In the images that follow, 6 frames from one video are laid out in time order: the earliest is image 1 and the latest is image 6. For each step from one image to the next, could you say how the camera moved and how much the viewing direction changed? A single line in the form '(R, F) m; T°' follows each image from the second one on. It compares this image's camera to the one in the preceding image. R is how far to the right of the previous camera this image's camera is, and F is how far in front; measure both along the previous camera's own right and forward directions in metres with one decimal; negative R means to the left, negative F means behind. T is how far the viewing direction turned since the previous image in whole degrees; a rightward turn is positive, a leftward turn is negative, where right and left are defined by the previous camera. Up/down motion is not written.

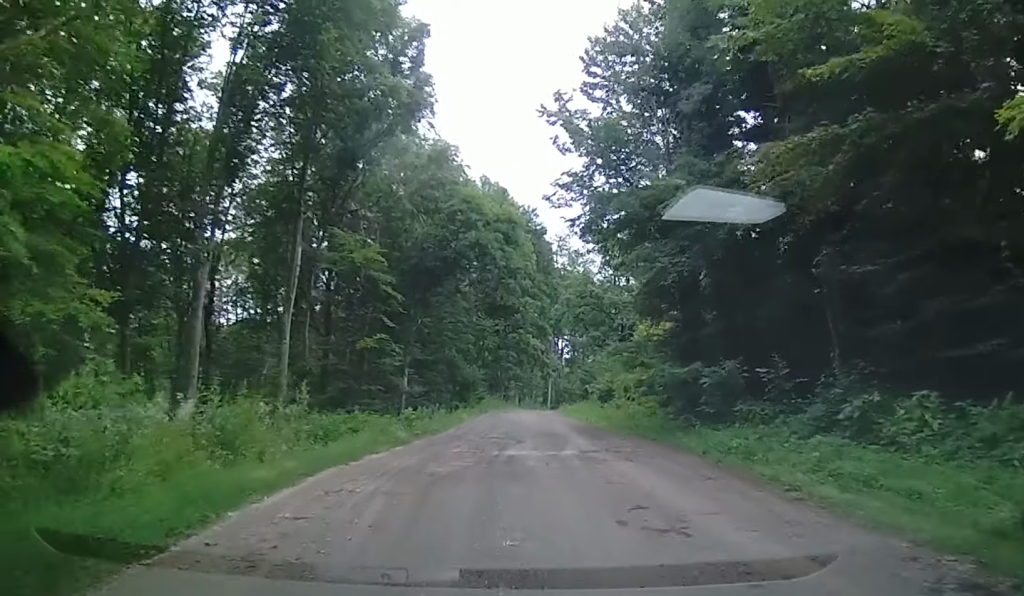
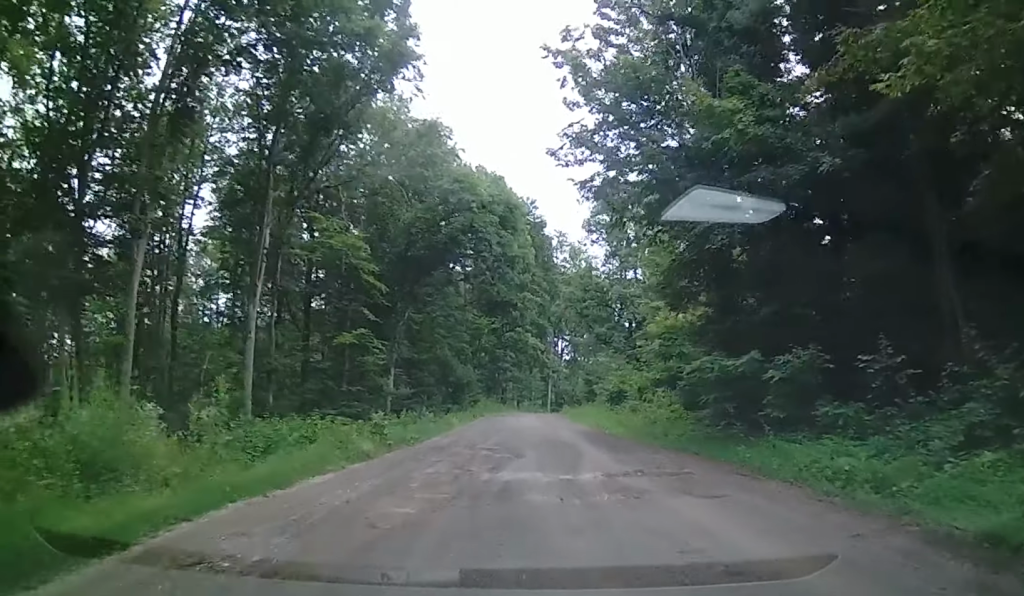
(+0.1, +4.1) m; +3°
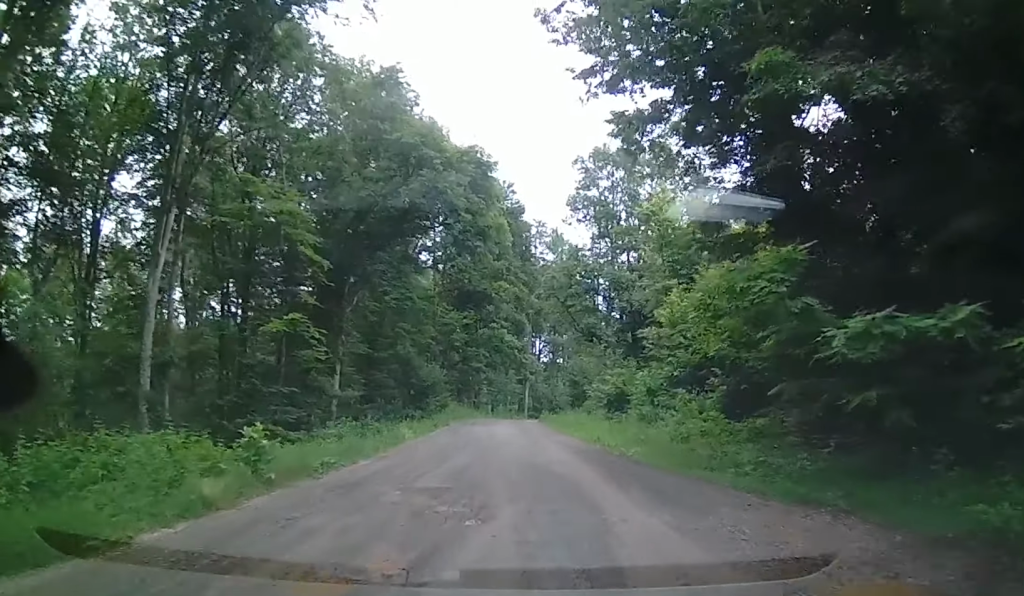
(+0.5, +6.5) m; +5°
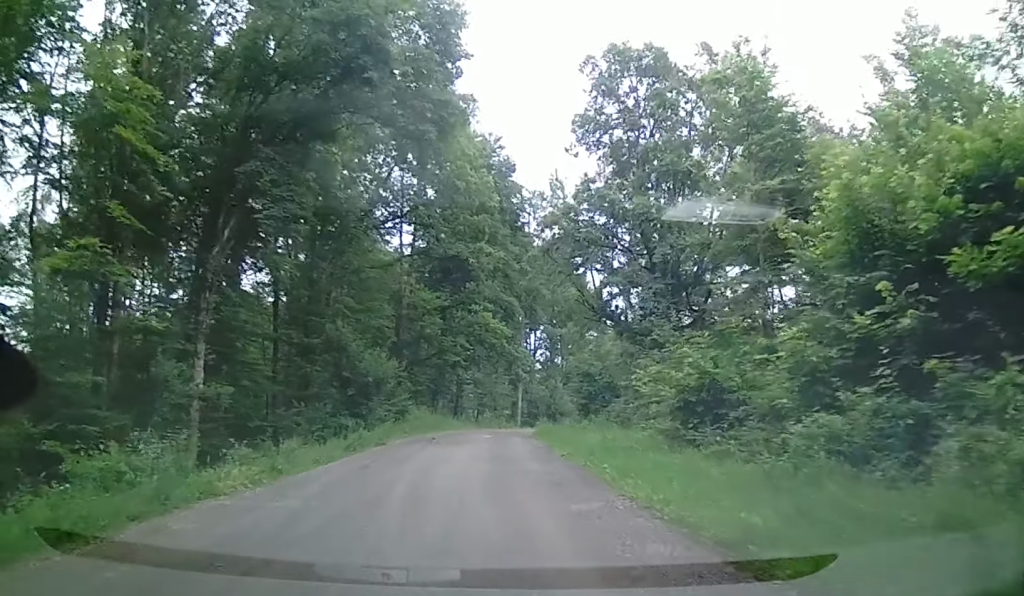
(-0.3, +12.9) m; -4°
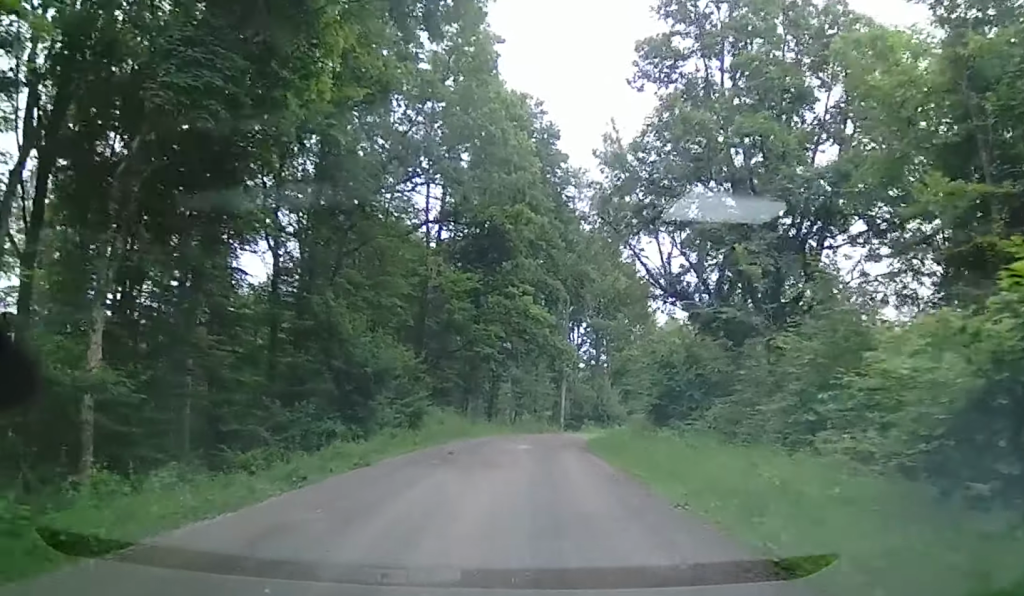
(-0.1, +7.0) m; -1°
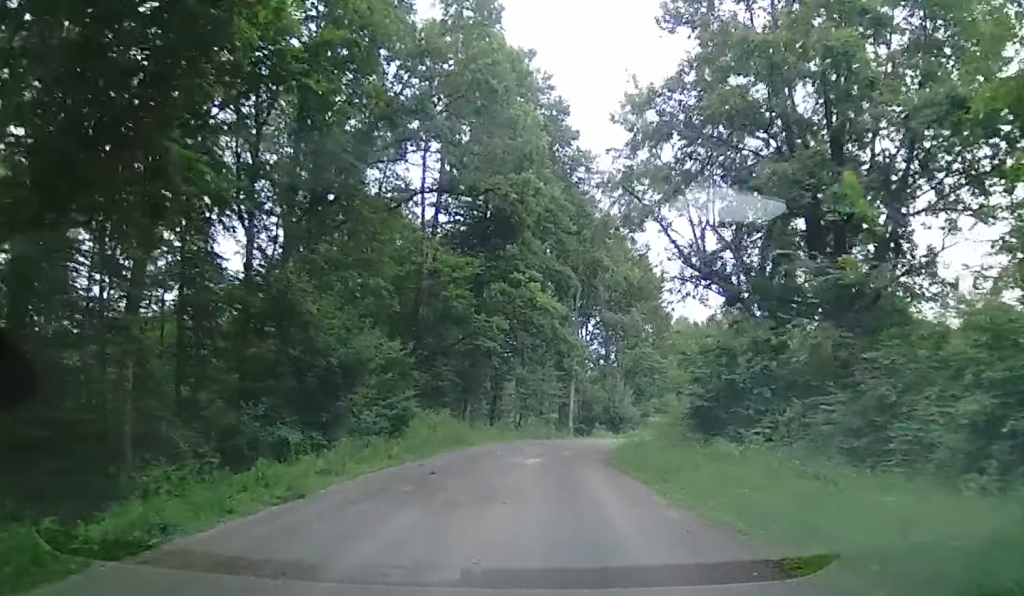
(0.0, +4.4) m; 0°
